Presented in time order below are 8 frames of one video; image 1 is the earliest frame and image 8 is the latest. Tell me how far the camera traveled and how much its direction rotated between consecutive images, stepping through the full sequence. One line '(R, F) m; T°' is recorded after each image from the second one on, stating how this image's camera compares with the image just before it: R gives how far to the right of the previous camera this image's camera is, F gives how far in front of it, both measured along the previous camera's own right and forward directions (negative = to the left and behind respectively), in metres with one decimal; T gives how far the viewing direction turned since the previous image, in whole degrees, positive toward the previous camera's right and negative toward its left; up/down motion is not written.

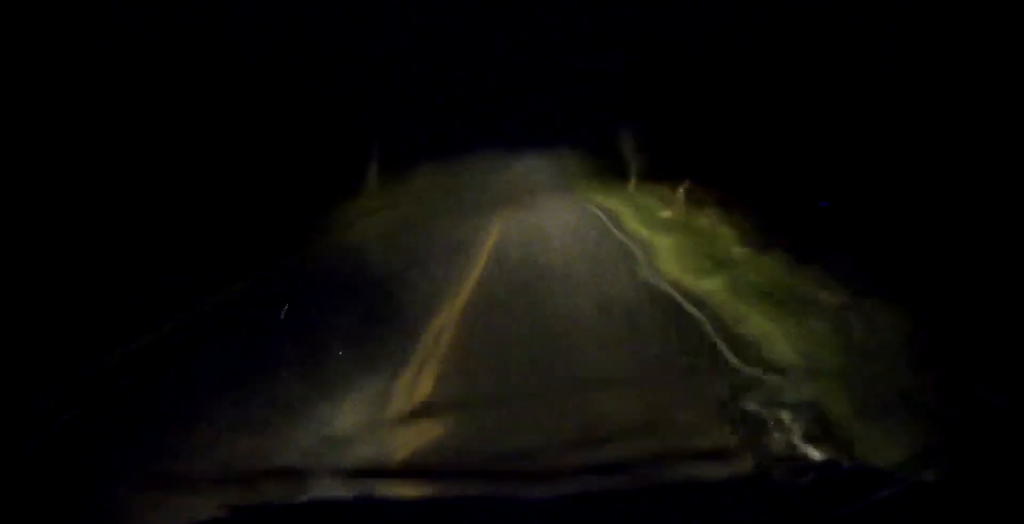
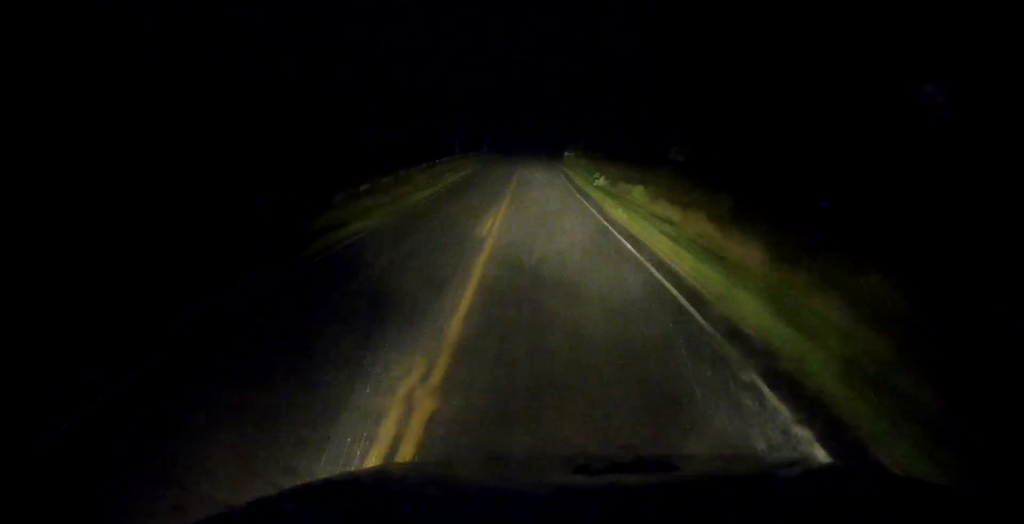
(+0.6, +26.9) m; 0°
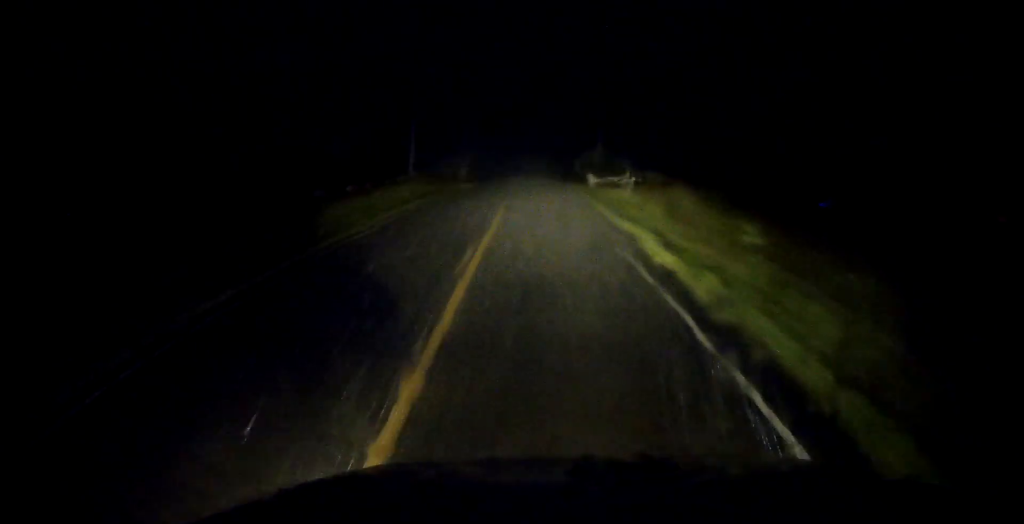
(-0.6, +40.4) m; 0°
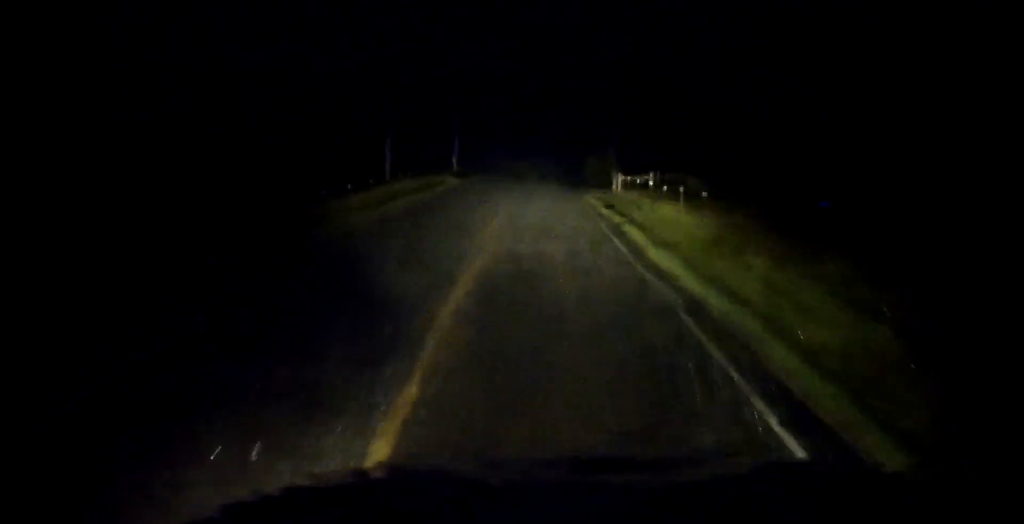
(+0.2, +11.8) m; +1°
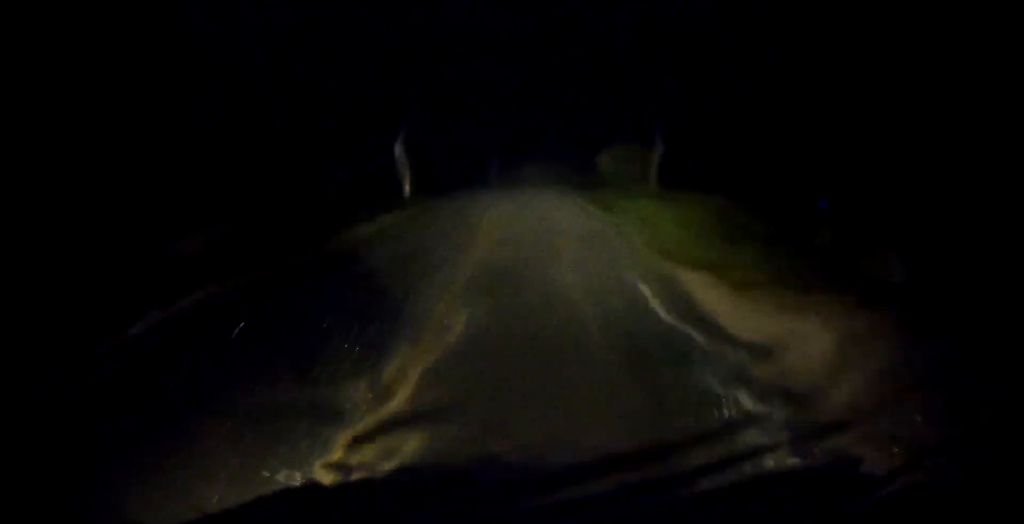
(0.0, +34.4) m; 0°
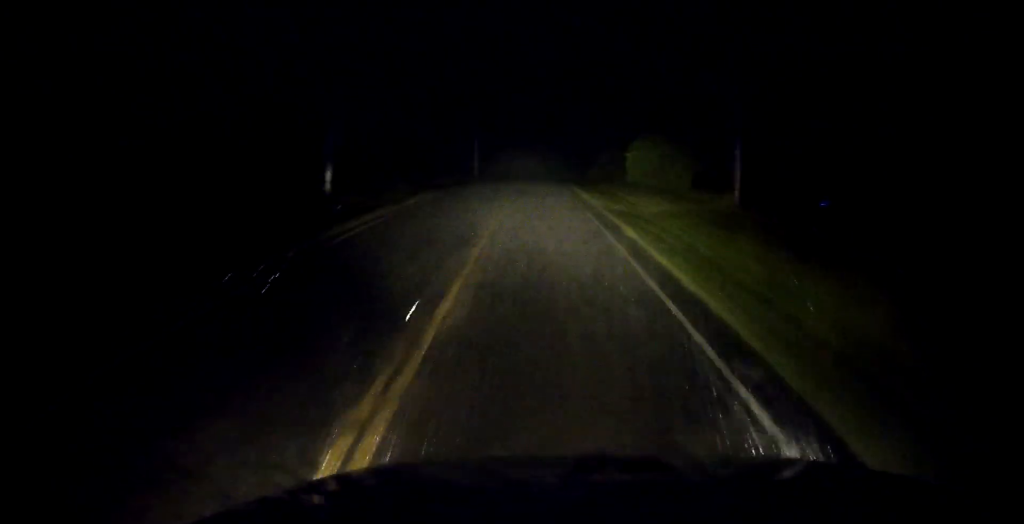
(0.0, +21.8) m; 0°
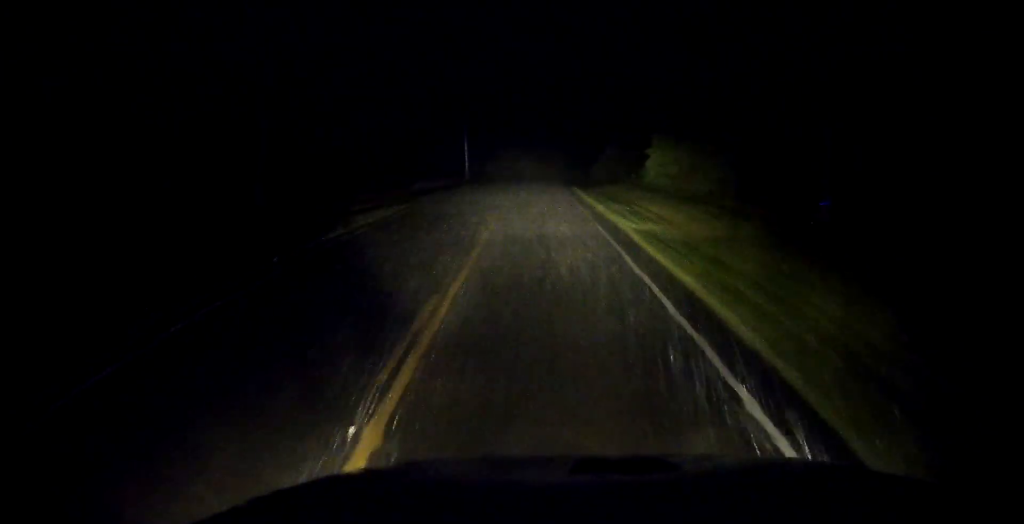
(0.0, +10.1) m; 0°
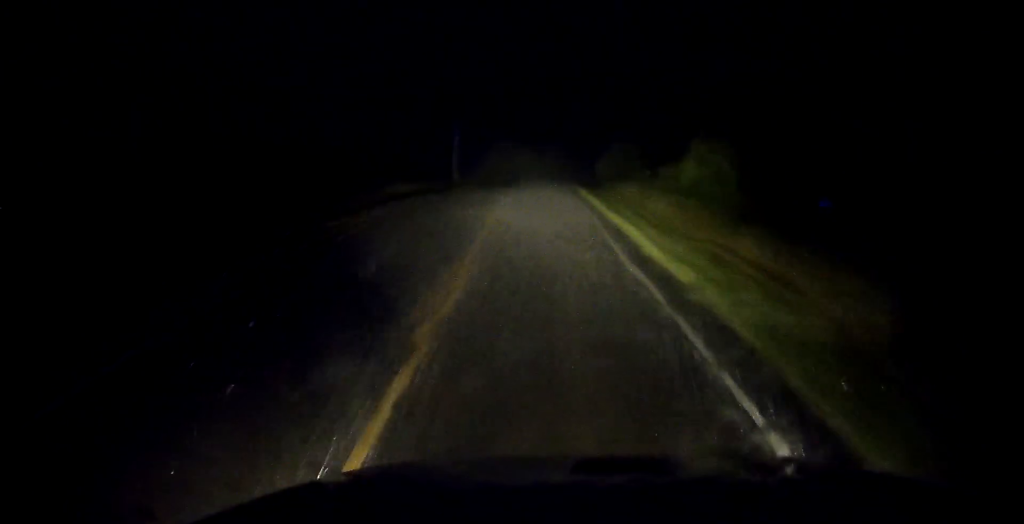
(0.0, +10.7) m; 0°
